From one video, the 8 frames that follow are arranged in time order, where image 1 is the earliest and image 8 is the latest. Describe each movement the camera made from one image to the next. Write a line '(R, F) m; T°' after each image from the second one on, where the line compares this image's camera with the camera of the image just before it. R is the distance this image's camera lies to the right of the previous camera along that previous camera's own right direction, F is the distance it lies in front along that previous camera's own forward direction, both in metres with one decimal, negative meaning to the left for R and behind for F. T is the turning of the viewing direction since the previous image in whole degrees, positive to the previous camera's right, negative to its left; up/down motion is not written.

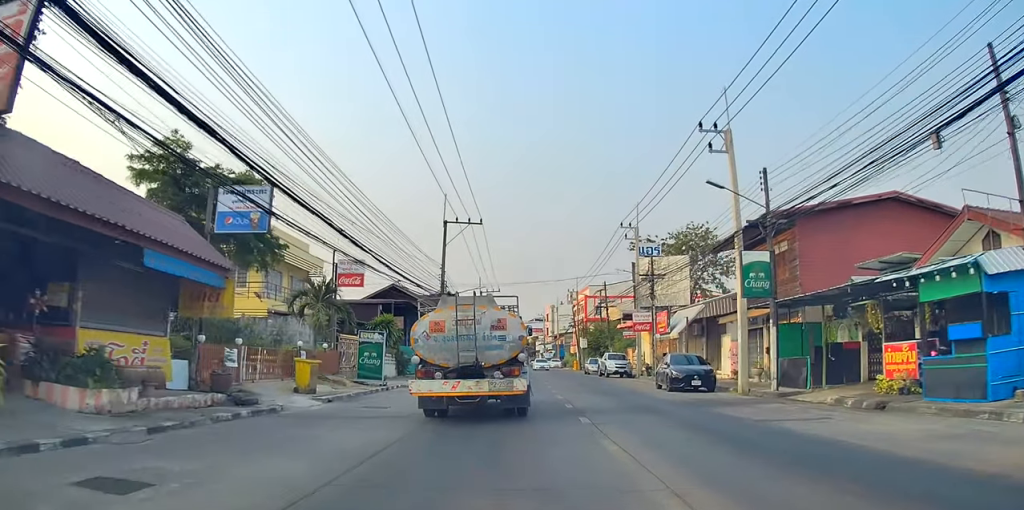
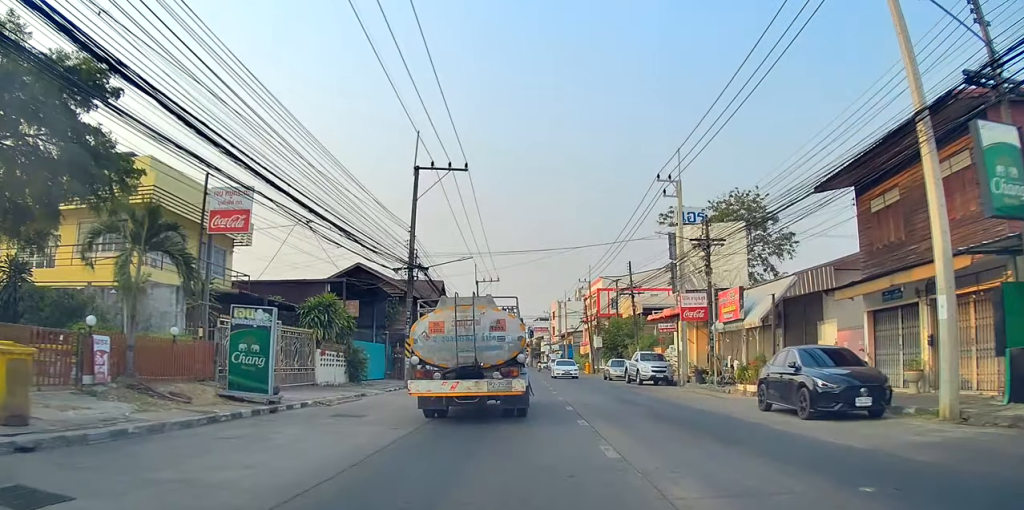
(-0.1, +11.8) m; -1°
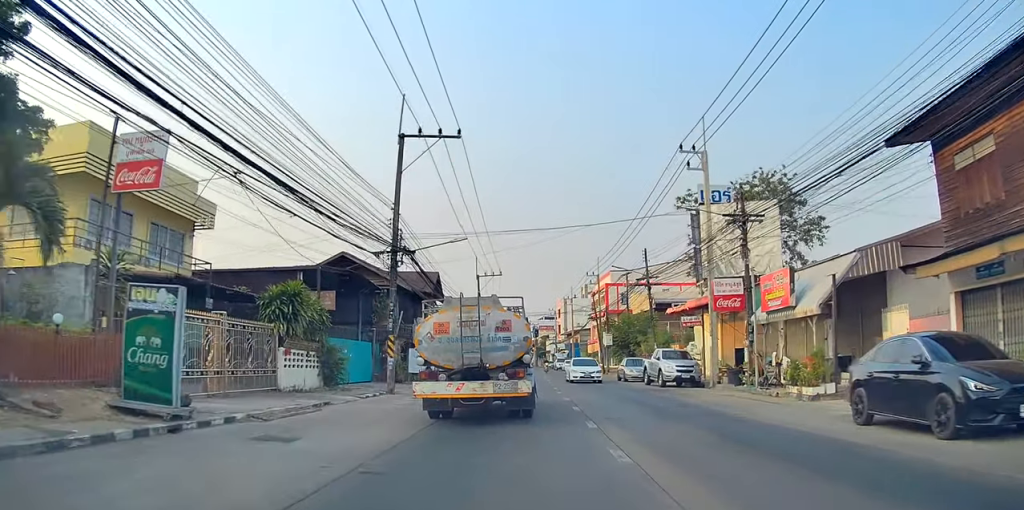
(+0.1, +4.2) m; -1°
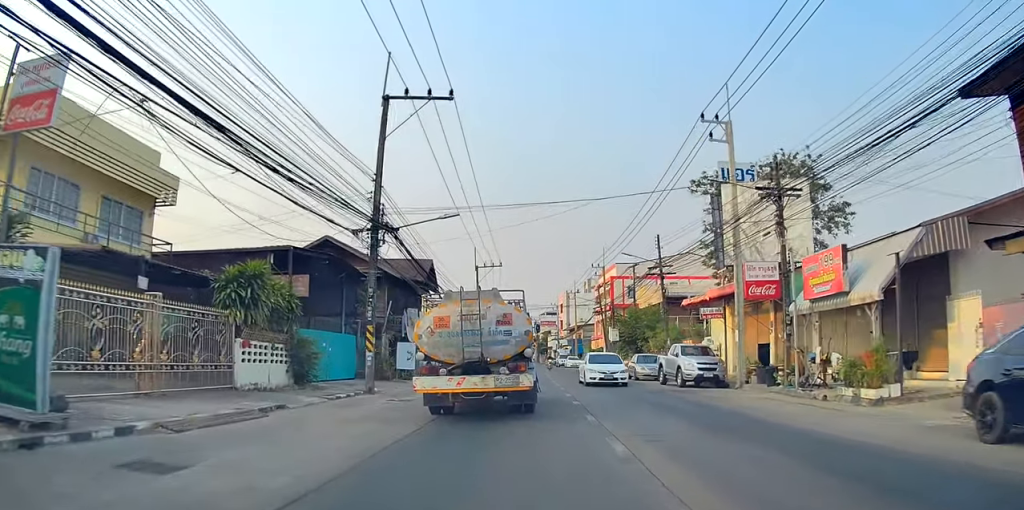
(-0.1, +3.5) m; -1°
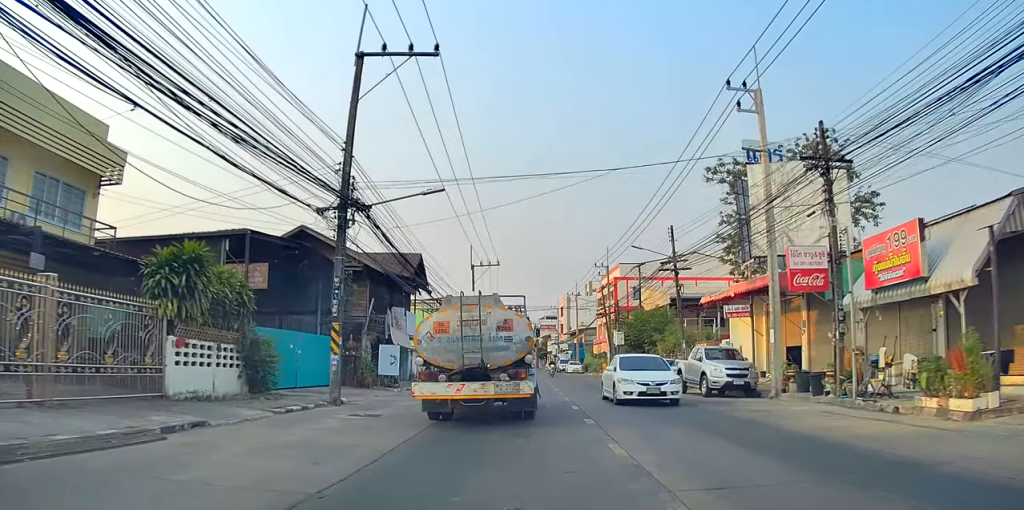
(0.0, +3.5) m; -1°
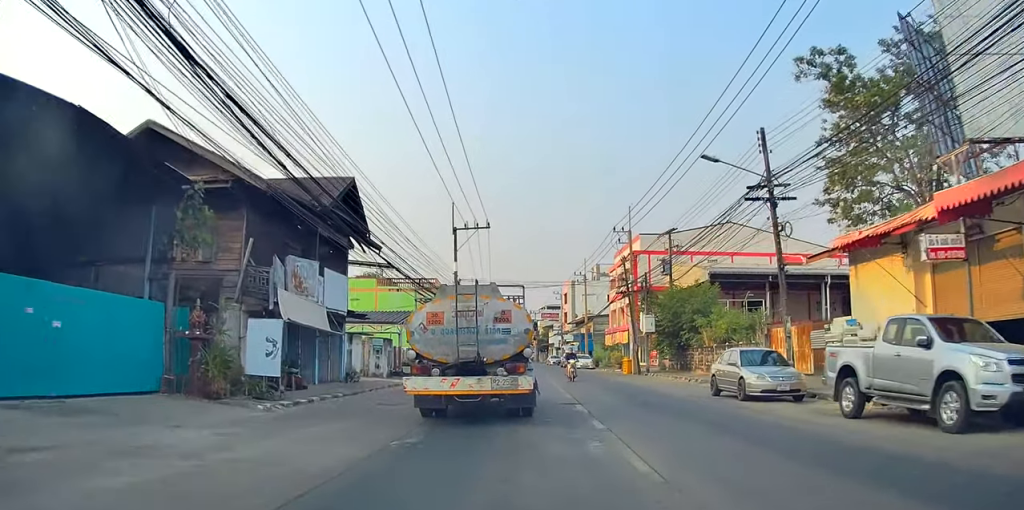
(-0.1, +13.6) m; 0°
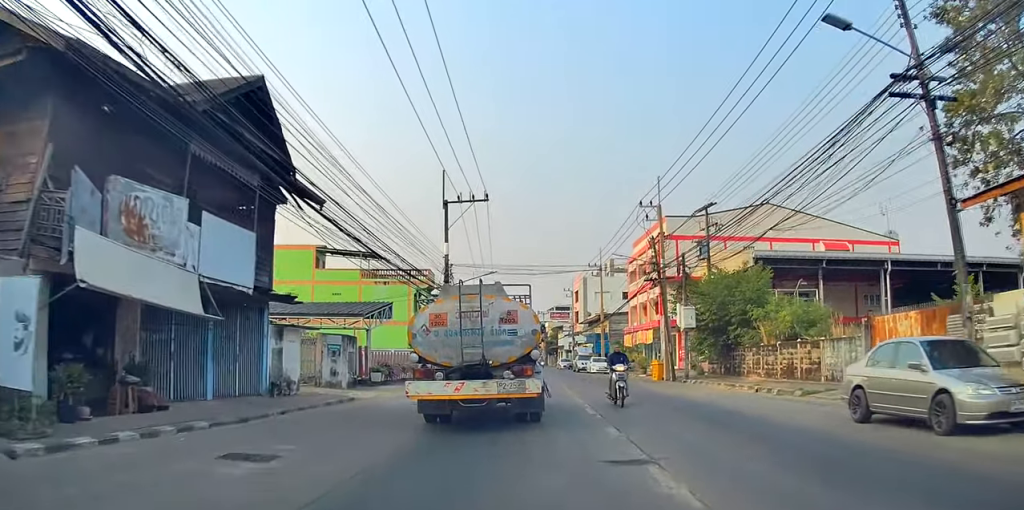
(0.0, +8.8) m; -1°
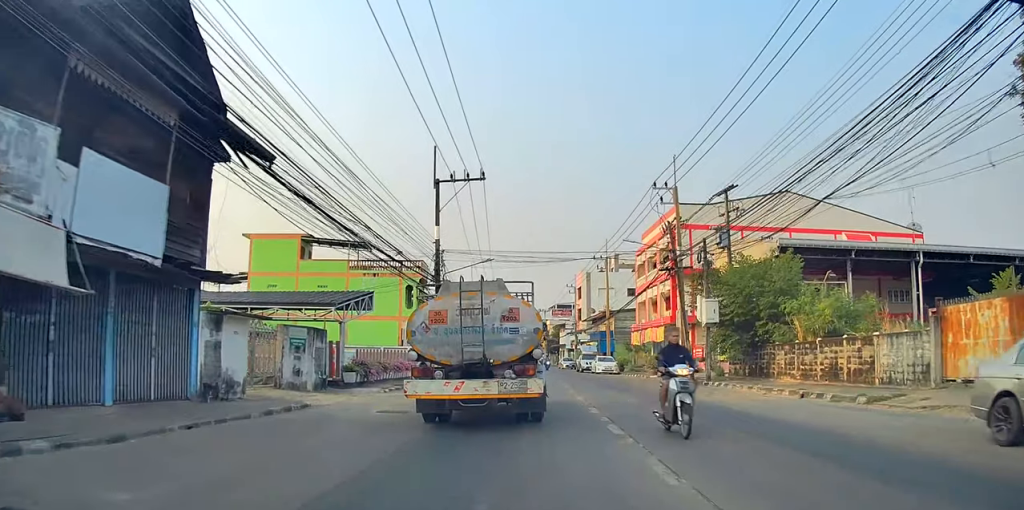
(0.0, +4.0) m; -2°
